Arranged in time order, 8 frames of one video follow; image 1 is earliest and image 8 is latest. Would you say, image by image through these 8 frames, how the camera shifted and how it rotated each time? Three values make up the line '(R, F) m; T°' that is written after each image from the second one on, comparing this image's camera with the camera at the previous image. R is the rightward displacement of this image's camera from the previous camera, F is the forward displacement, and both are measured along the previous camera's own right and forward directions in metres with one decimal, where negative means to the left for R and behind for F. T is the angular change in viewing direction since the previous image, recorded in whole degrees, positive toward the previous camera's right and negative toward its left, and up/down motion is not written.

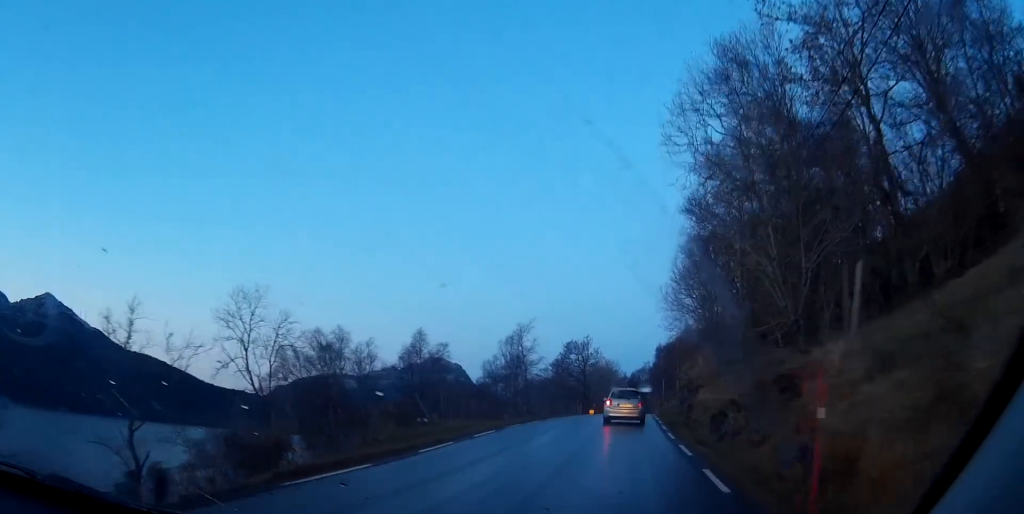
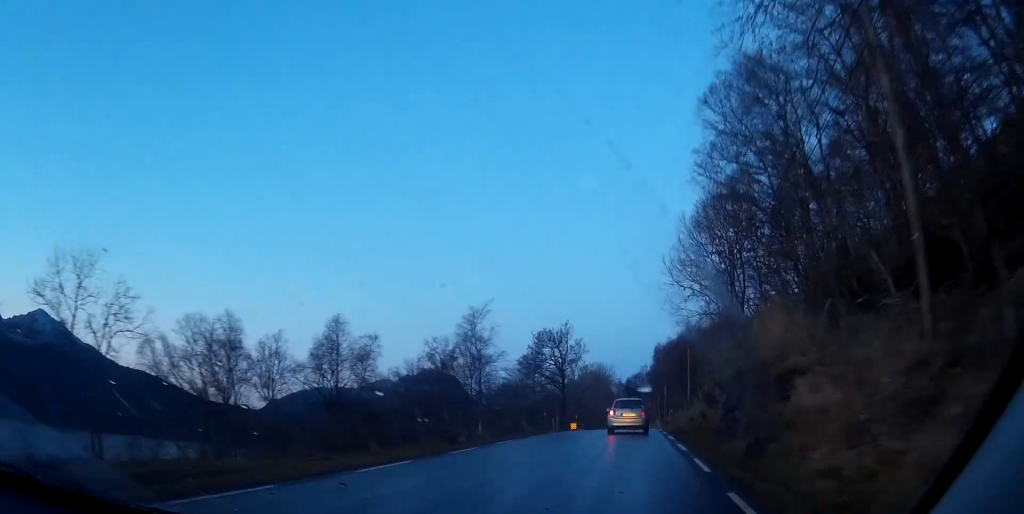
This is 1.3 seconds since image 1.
(+0.3, +20.1) m; +2°
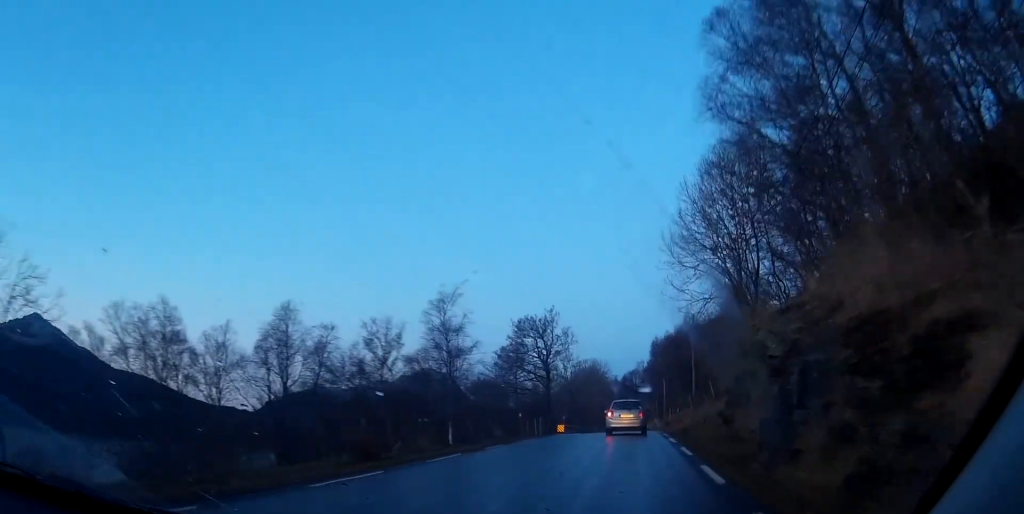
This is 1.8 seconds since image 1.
(+0.1, +7.7) m; 0°
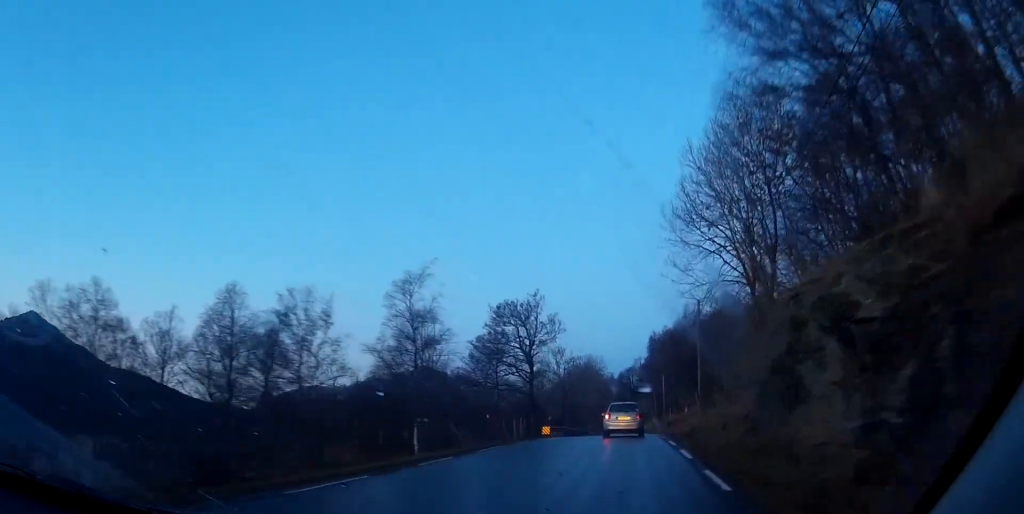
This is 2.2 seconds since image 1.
(0.0, +6.5) m; 0°
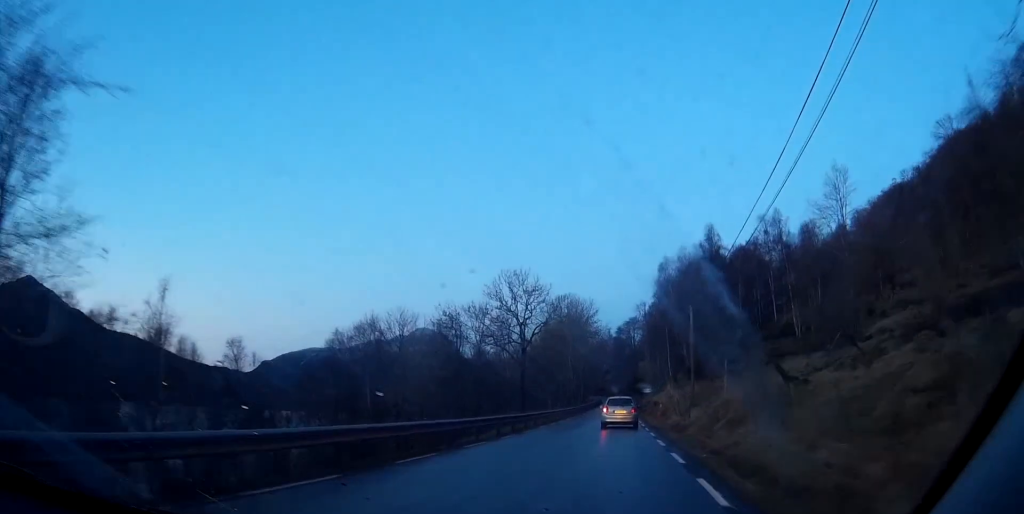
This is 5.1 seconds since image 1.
(-0.2, +42.1) m; -1°
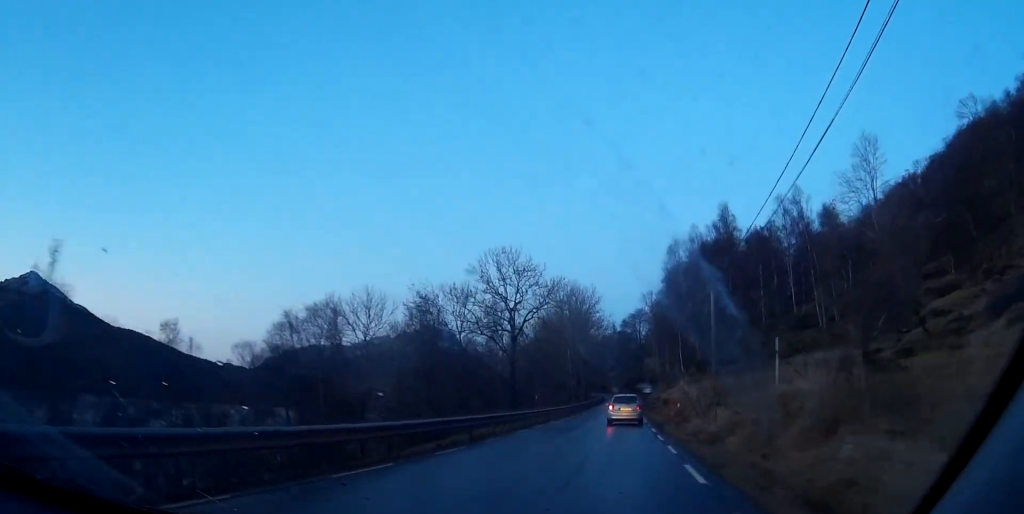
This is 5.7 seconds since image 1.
(-0.1, +9.1) m; 0°
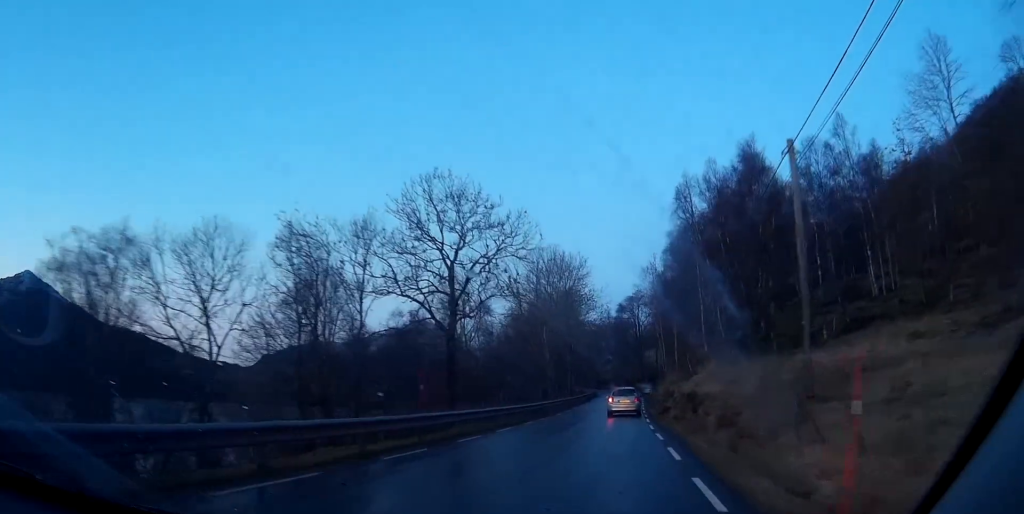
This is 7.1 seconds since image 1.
(+0.2, +20.7) m; +2°
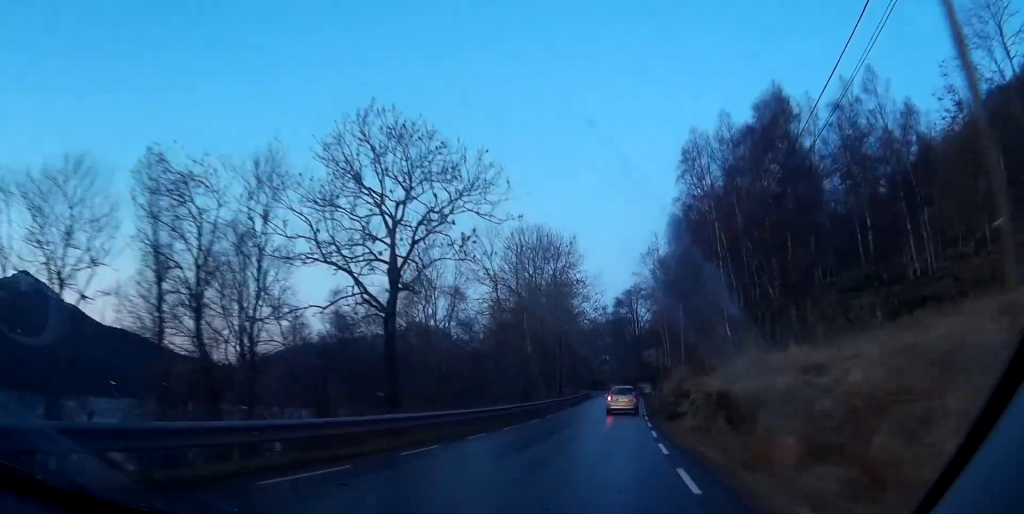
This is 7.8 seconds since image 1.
(+0.1, +10.5) m; +1°
